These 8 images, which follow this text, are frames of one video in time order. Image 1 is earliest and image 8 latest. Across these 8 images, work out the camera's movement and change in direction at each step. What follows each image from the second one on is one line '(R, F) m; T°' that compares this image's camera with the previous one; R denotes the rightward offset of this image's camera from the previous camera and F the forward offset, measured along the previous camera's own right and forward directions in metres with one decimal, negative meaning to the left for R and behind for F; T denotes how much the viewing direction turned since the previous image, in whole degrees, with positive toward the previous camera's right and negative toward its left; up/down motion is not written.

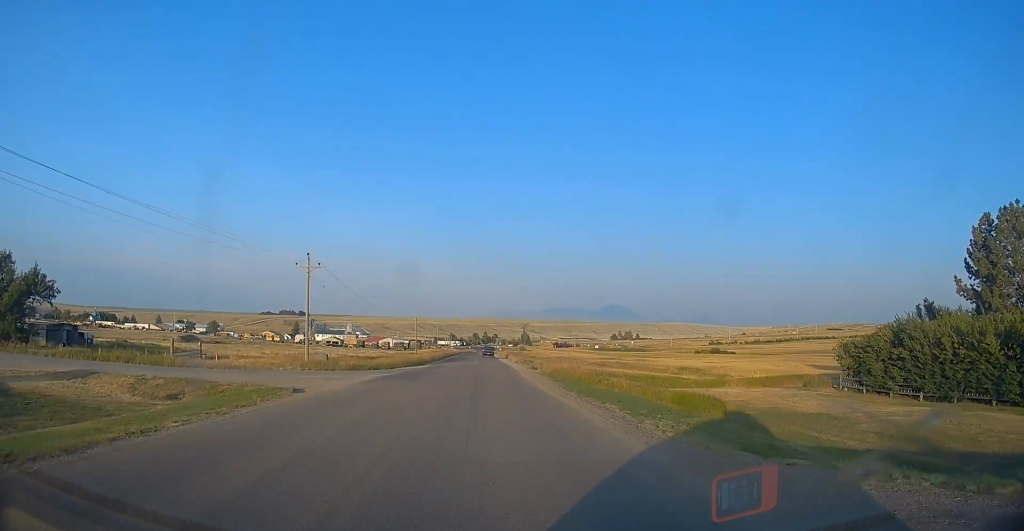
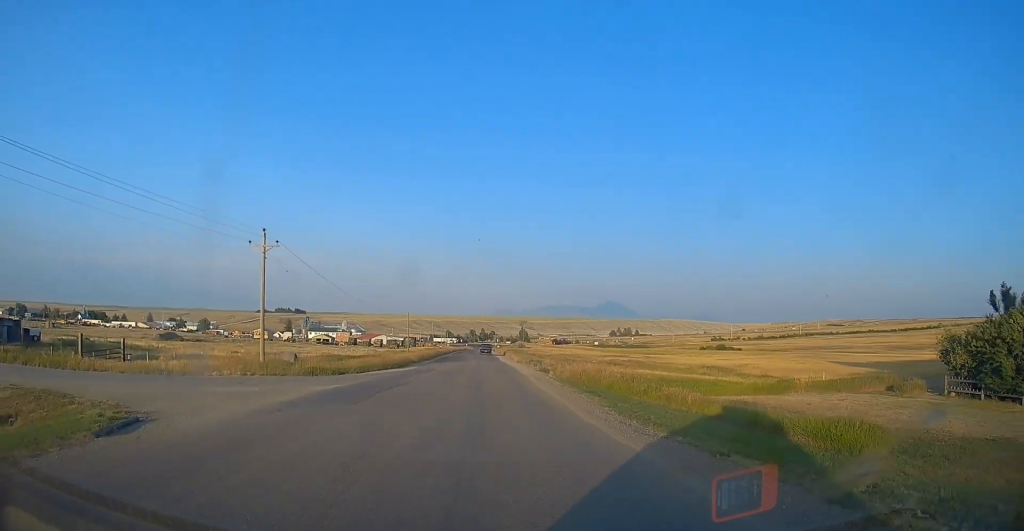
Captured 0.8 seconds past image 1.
(+0.2, +11.7) m; +1°
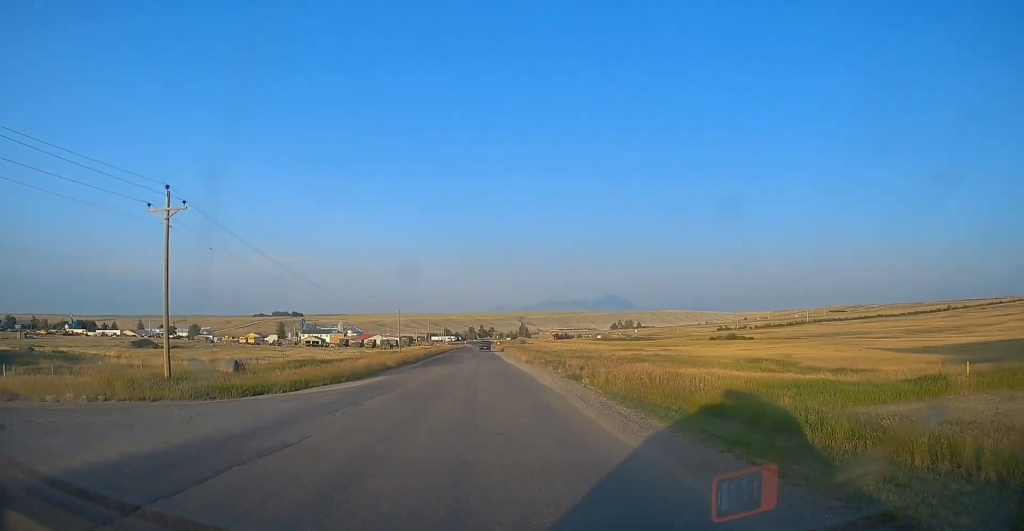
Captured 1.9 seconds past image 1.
(0.0, +15.2) m; -1°
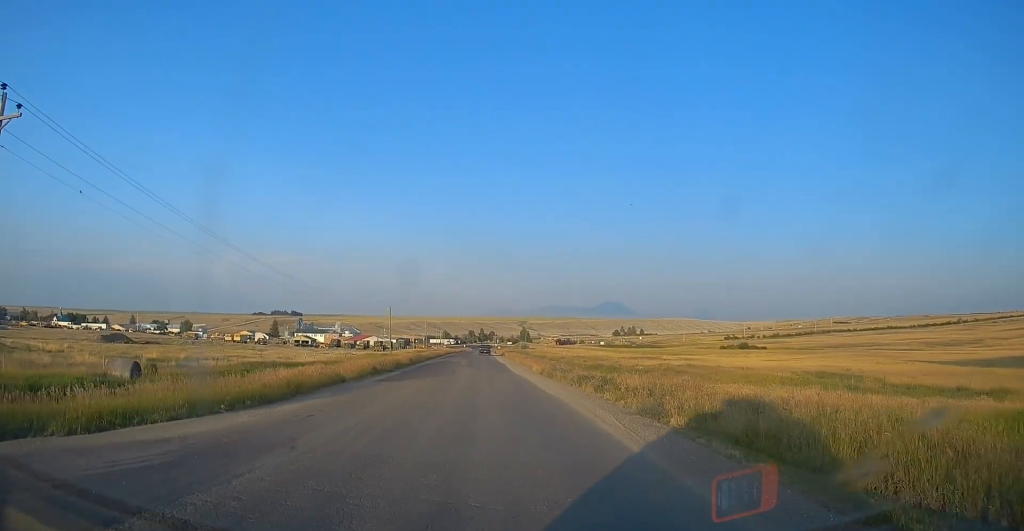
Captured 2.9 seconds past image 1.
(-0.2, +14.4) m; 0°
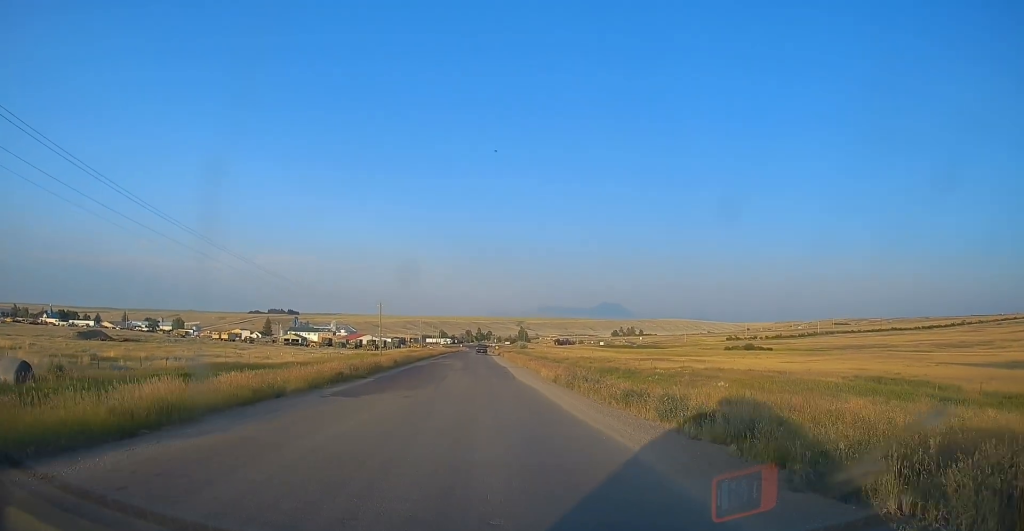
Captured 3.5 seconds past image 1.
(0.0, +9.2) m; +1°
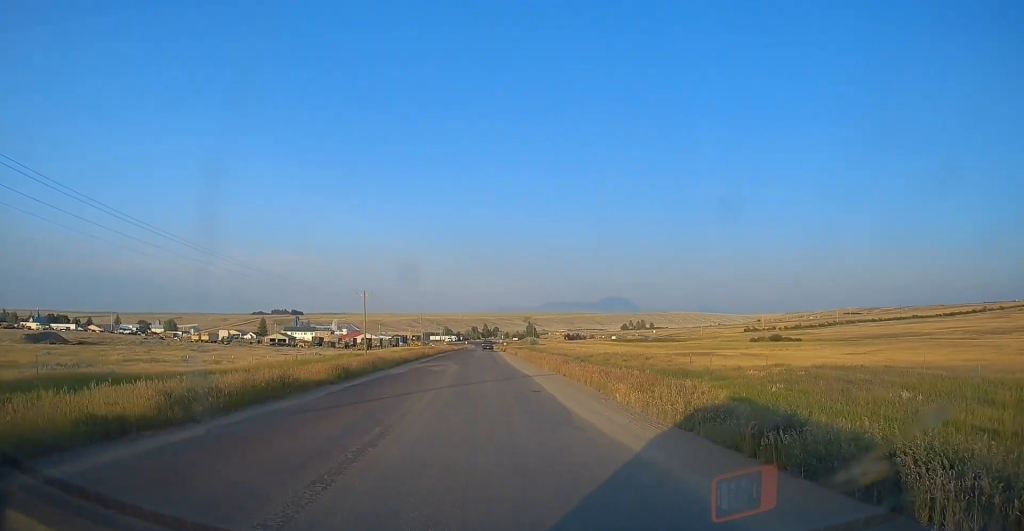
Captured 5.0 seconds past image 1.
(+0.1, +21.5) m; -1°
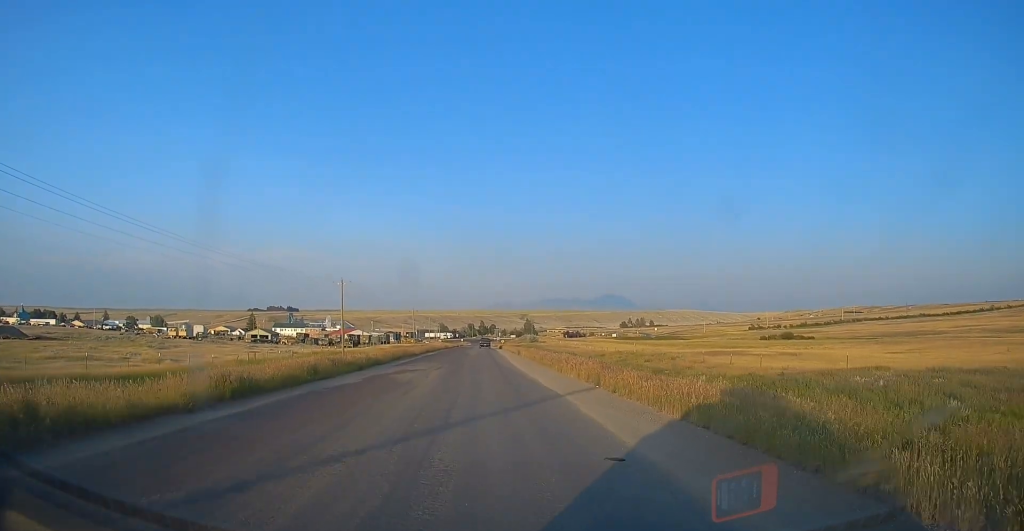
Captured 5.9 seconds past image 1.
(-0.2, +13.6) m; 0°
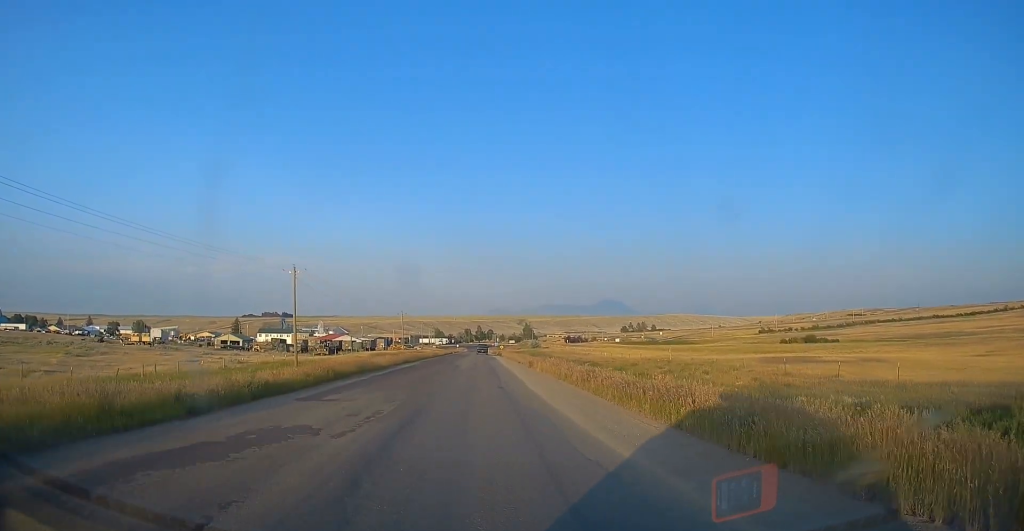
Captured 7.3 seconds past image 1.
(+0.5, +20.5) m; +1°
